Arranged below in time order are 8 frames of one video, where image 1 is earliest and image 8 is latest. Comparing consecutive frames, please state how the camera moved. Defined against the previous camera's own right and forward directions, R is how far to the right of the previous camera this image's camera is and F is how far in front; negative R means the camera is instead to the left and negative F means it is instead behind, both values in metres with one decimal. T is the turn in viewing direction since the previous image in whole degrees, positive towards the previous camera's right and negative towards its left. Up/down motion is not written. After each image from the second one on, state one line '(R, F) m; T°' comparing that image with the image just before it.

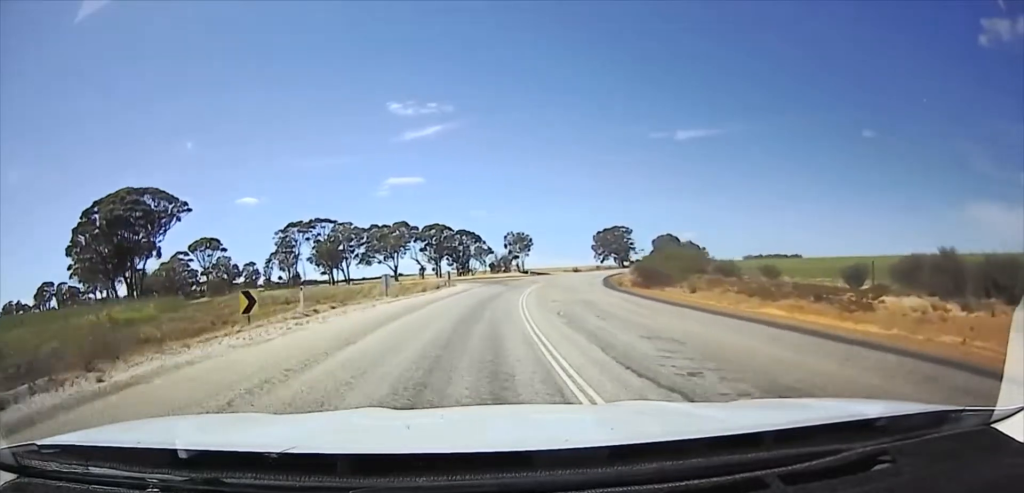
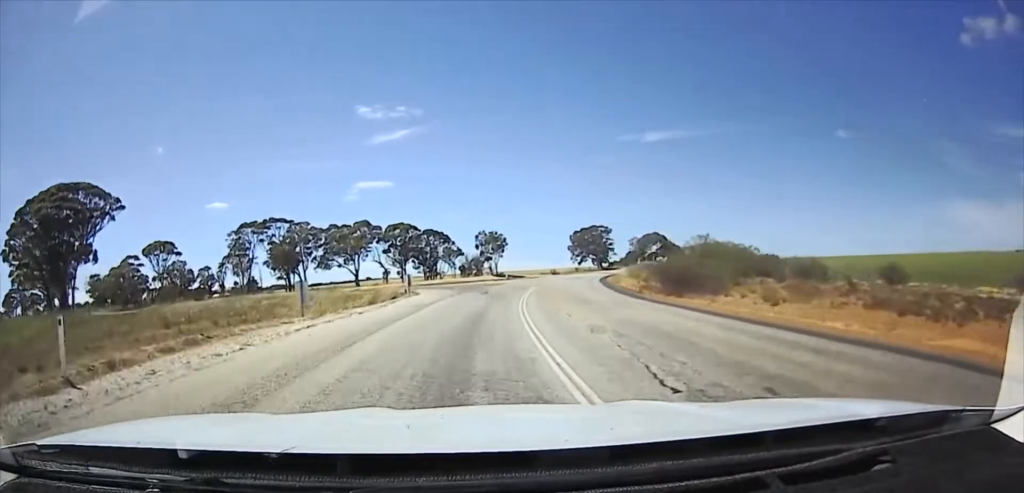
(0.0, +13.4) m; 0°
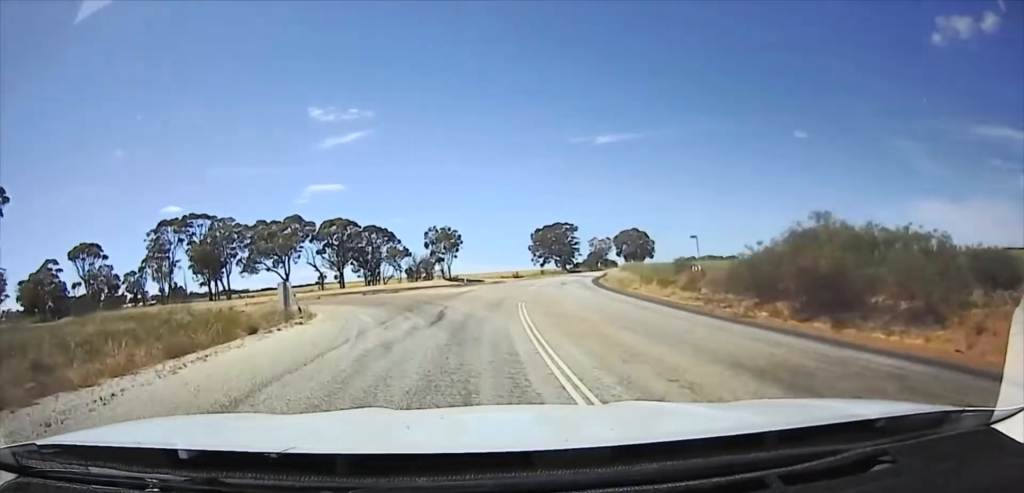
(0.0, +21.8) m; 0°
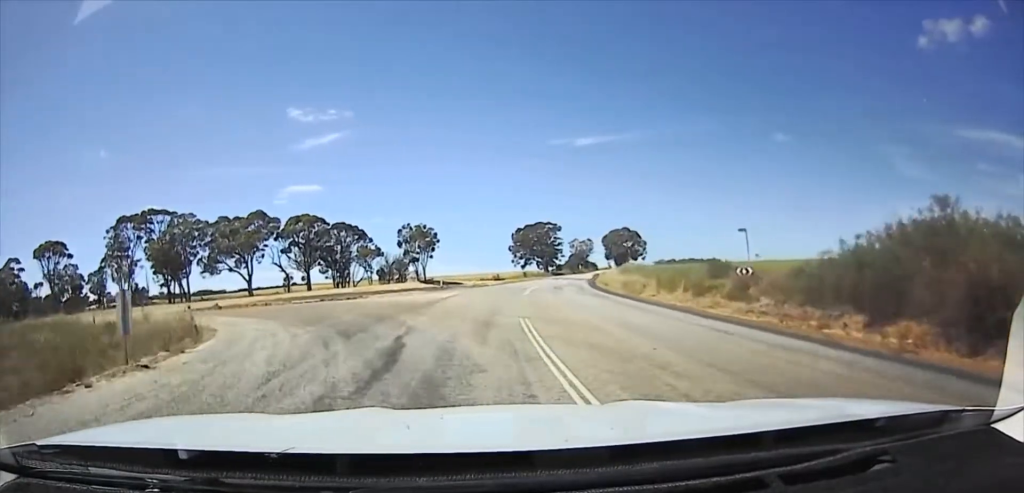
(0.0, +9.4) m; 0°
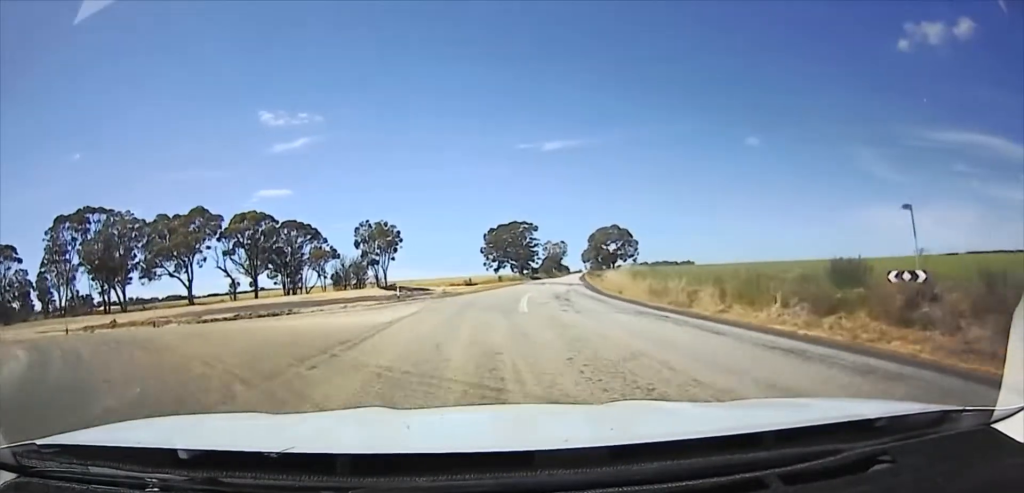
(0.0, +13.6) m; 0°
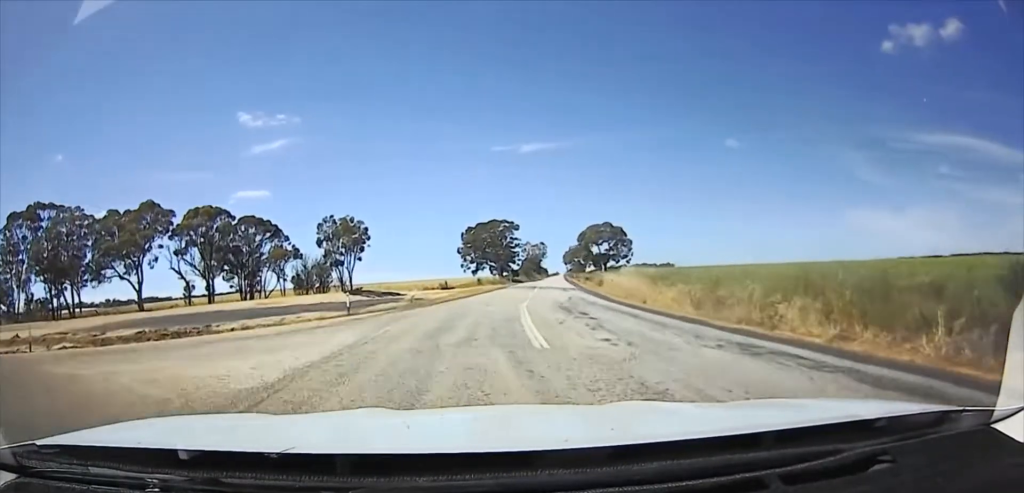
(0.0, +8.6) m; 0°
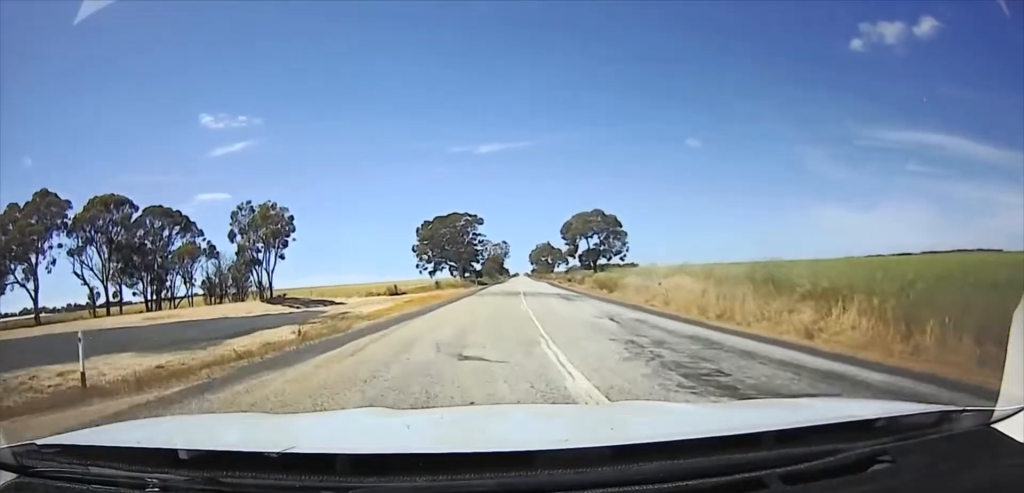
(0.0, +13.4) m; 0°
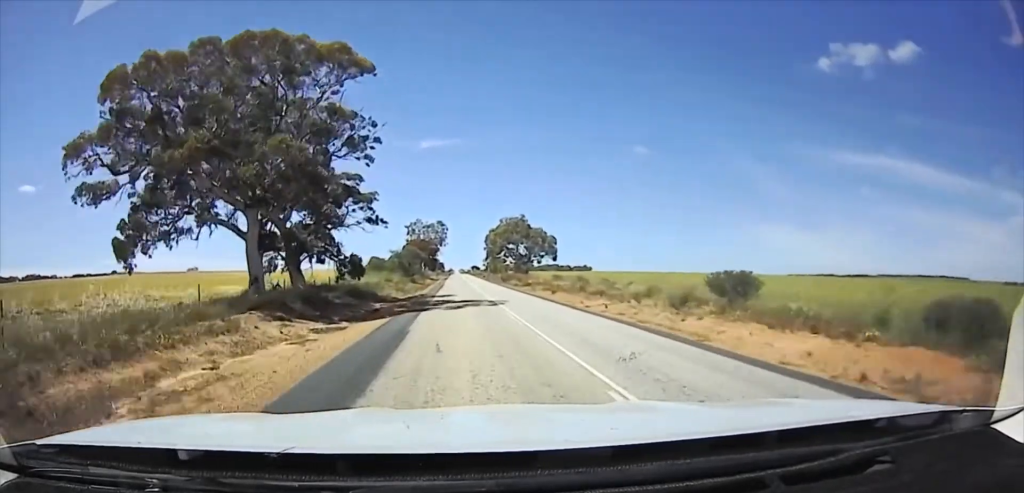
(+1.9, +61.2) m; +3°
